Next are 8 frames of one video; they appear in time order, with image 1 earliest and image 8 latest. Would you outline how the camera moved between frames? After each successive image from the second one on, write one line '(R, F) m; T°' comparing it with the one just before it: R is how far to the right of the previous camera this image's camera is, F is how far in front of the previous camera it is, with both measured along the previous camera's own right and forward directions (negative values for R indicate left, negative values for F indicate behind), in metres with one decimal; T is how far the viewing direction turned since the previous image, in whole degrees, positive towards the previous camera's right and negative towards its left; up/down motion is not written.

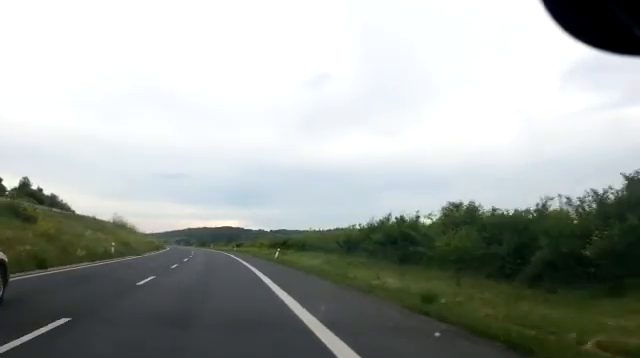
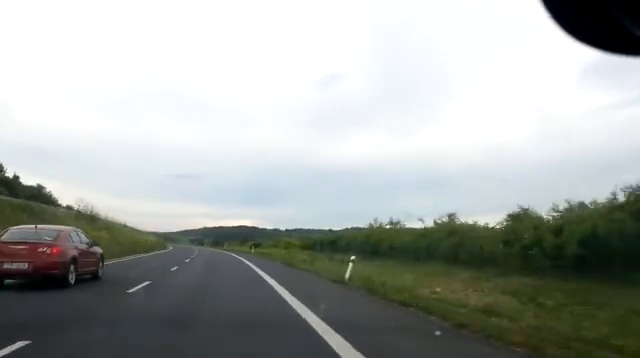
(-0.4, +20.5) m; -2°
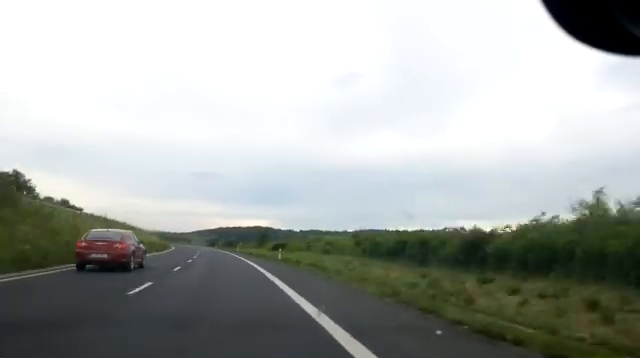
(0.0, +19.6) m; -1°
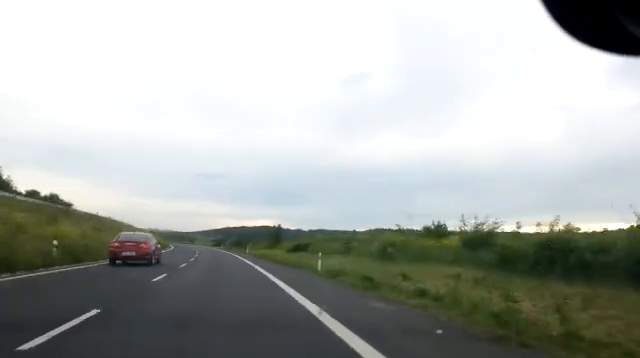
(-0.4, +15.3) m; -1°
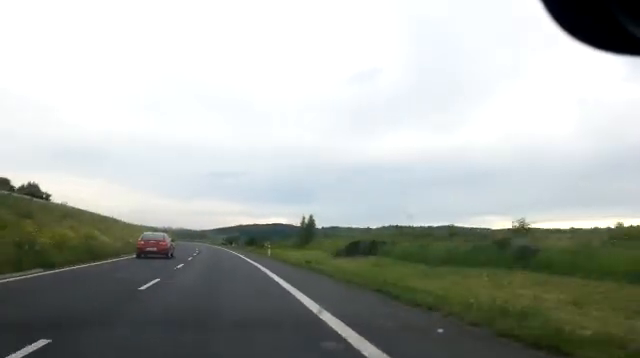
(-0.2, +21.2) m; -1°
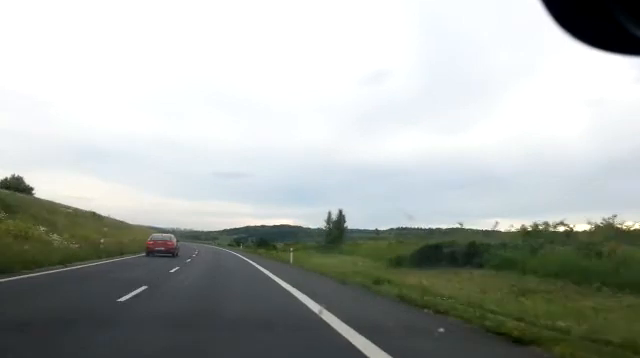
(+0.1, +11.8) m; -1°
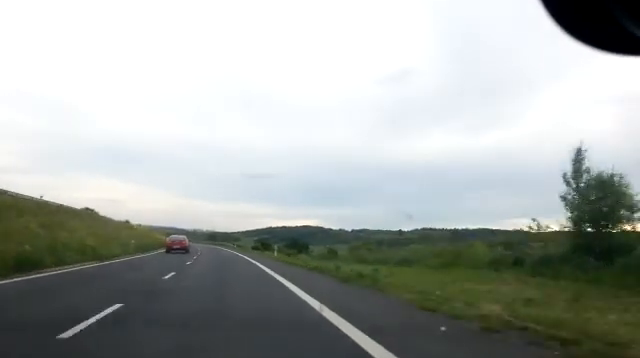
(-1.0, +31.1) m; -4°
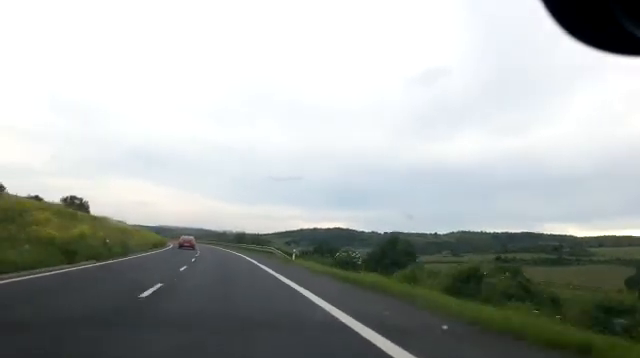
(-2.6, +50.5) m; -5°
